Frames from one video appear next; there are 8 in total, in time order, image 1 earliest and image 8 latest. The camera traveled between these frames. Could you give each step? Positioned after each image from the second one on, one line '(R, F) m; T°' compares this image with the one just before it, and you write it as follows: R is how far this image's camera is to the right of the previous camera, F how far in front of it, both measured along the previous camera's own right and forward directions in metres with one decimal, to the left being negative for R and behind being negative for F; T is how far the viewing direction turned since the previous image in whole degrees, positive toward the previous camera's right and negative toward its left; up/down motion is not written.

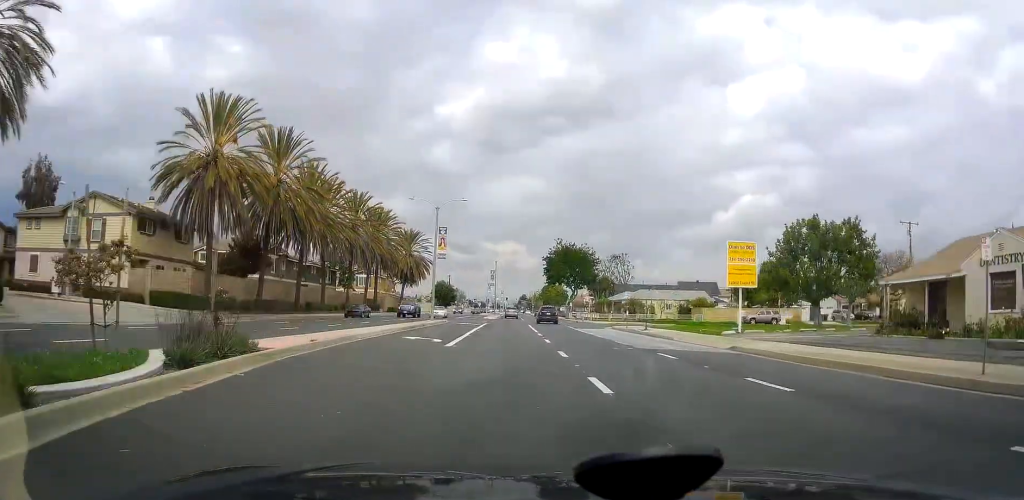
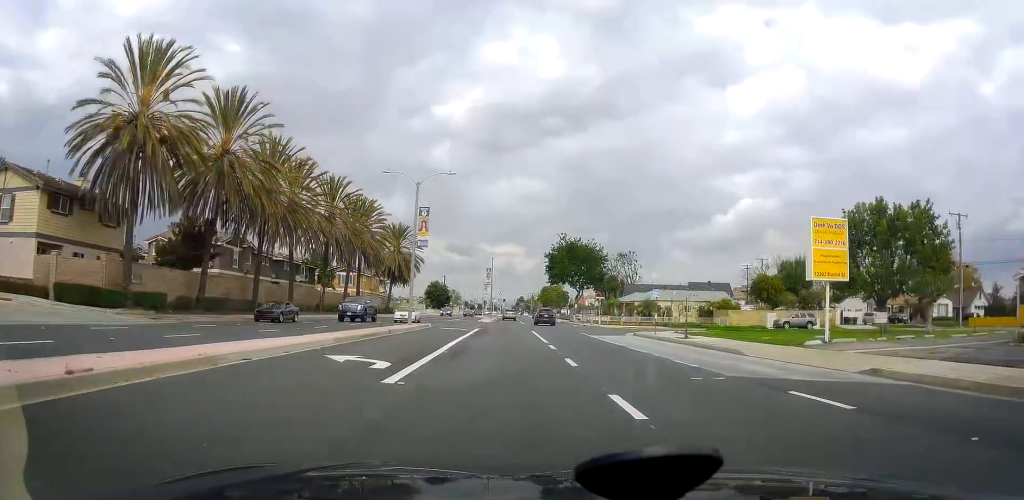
(+0.2, +9.8) m; +1°
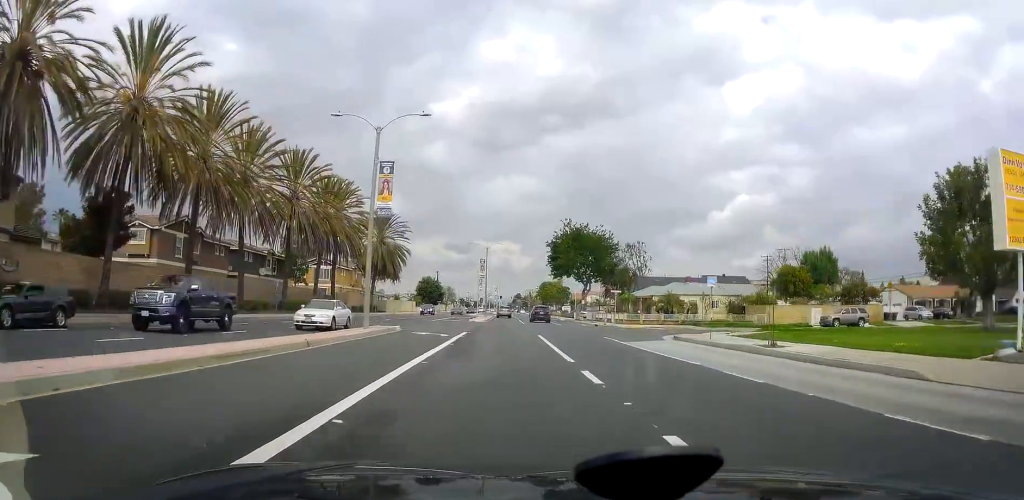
(+0.1, +11.0) m; 0°
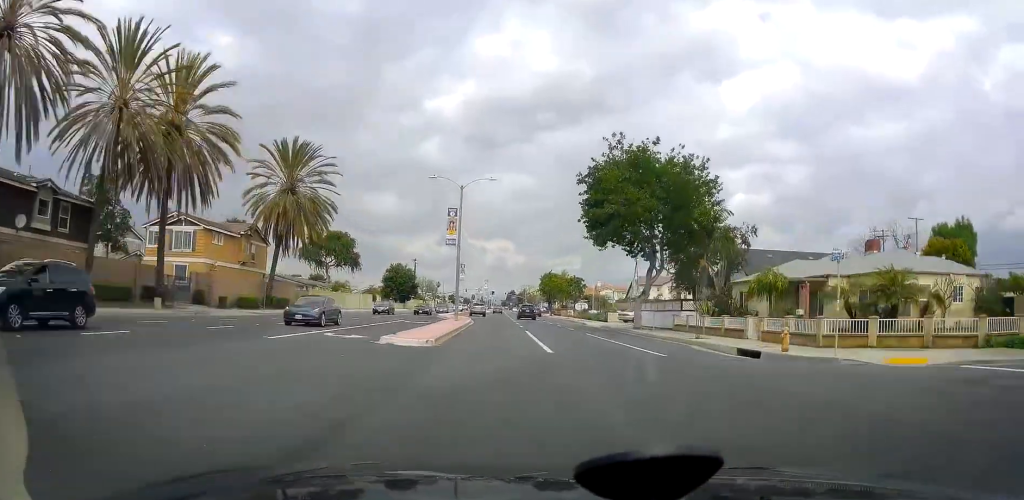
(-1.5, +38.4) m; -1°
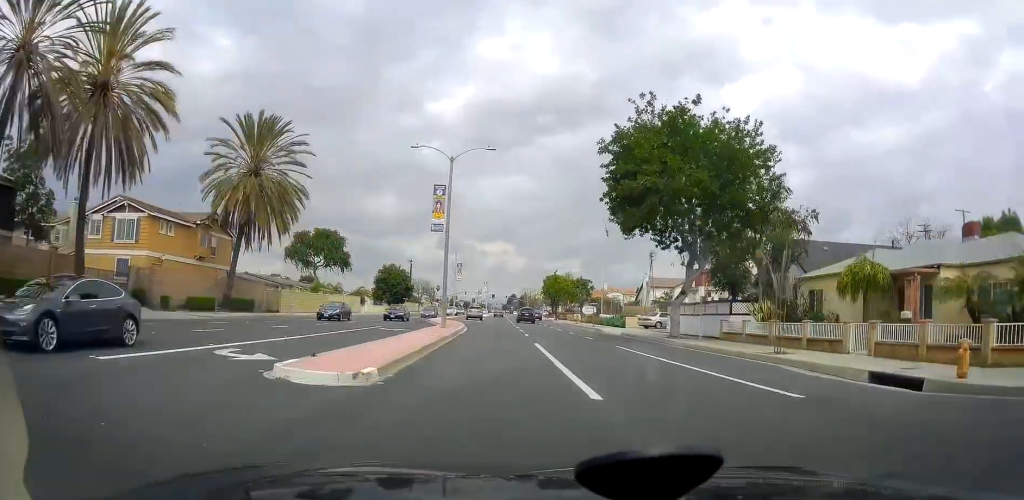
(+0.3, +8.9) m; +2°
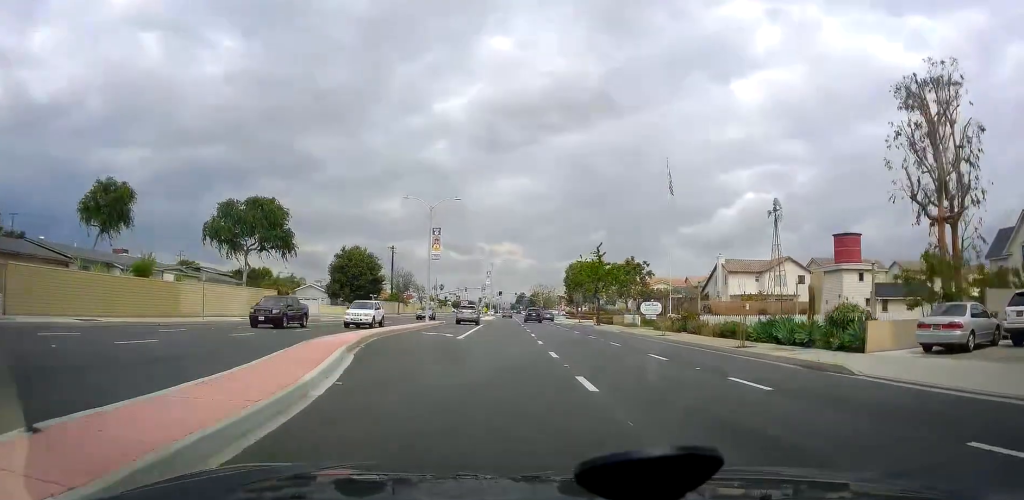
(+0.3, +35.9) m; 0°
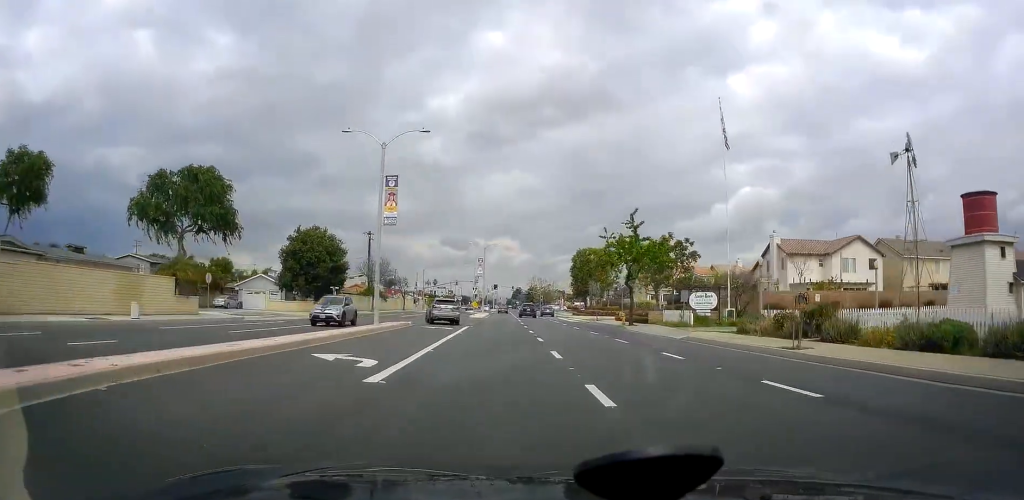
(0.0, +17.2) m; 0°
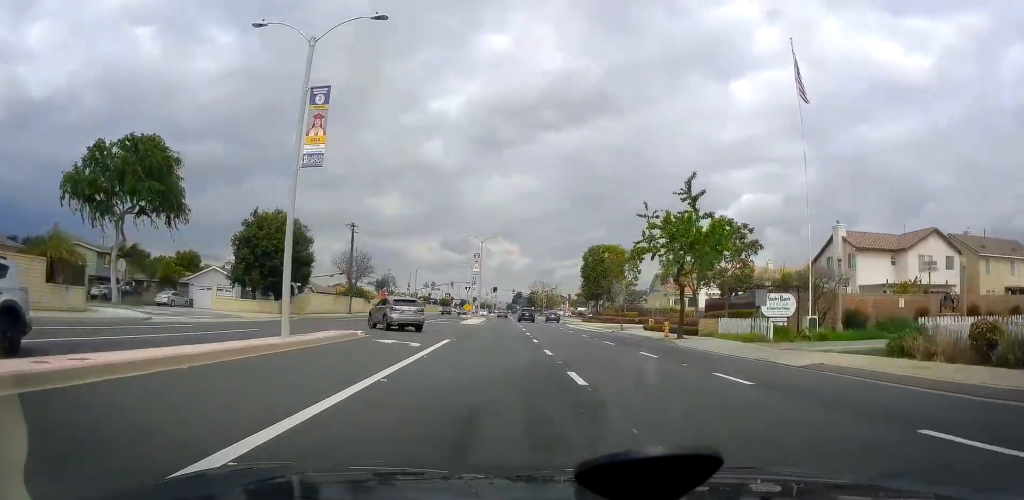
(0.0, +12.4) m; 0°
